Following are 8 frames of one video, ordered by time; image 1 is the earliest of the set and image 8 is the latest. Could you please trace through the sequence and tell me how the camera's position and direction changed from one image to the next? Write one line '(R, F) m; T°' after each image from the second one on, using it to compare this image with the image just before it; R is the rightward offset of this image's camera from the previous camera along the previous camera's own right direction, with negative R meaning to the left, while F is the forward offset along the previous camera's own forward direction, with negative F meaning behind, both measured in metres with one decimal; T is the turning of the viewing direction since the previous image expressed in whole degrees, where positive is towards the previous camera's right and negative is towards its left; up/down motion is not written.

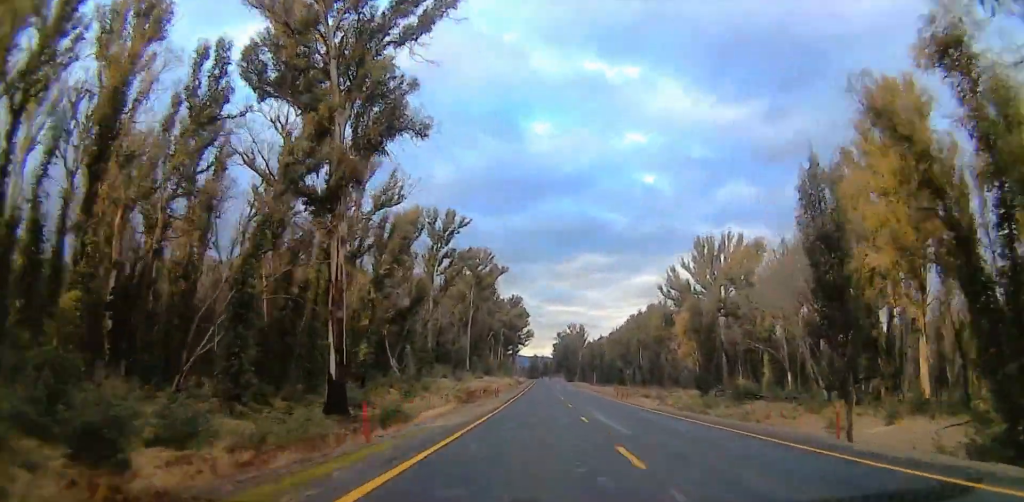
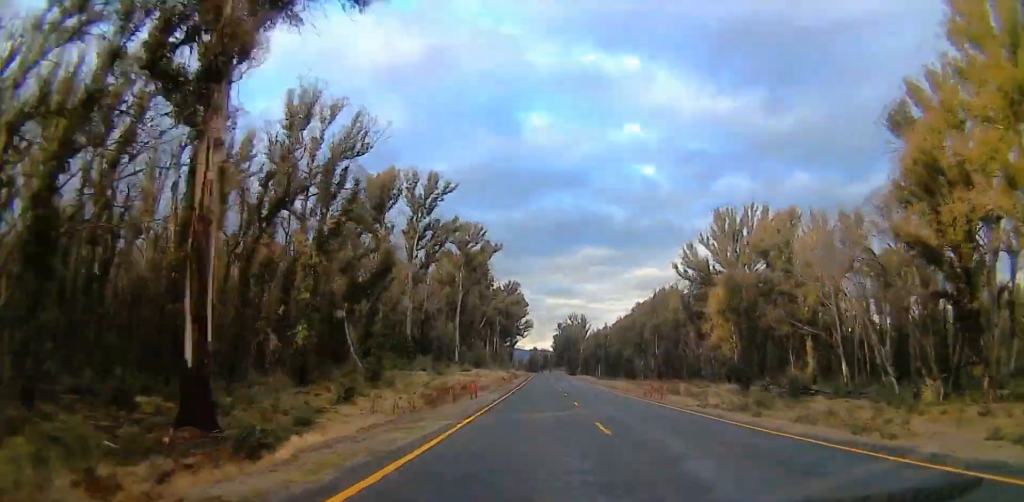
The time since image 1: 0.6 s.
(+0.5, +18.1) m; 0°
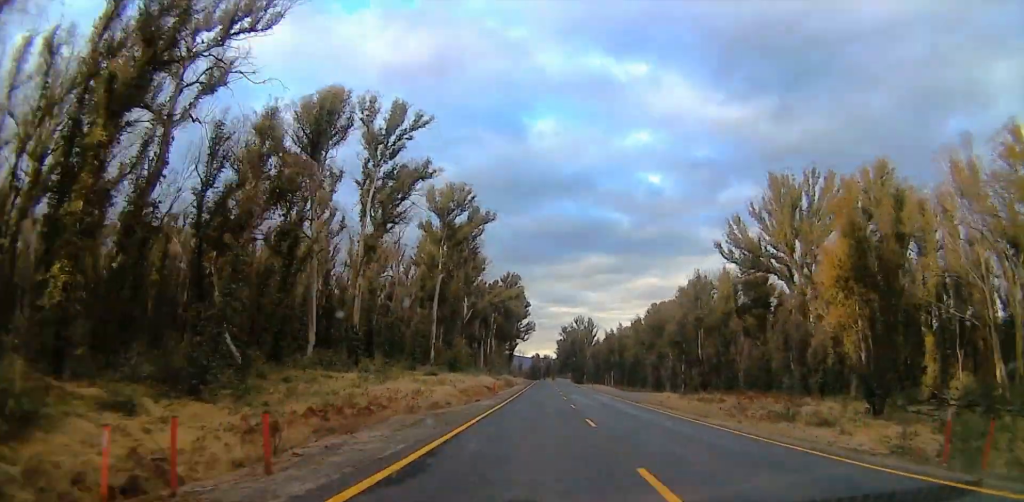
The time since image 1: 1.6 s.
(-0.7, +31.1) m; -1°
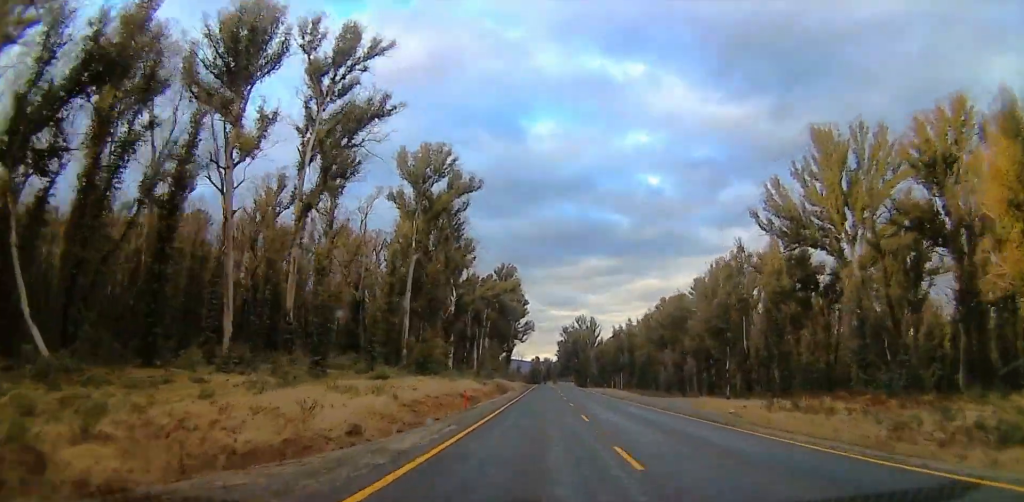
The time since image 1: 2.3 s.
(0.0, +20.1) m; +1°
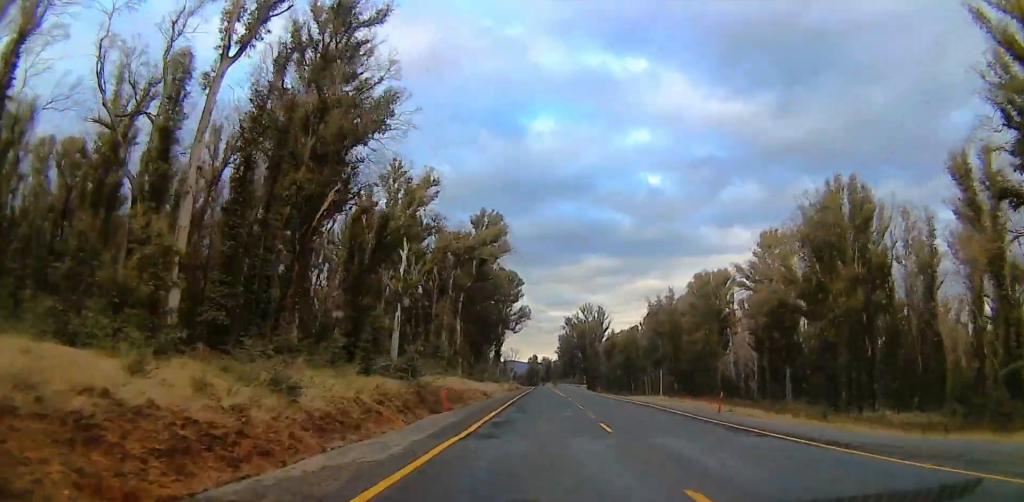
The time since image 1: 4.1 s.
(+1.2, +51.9) m; 0°
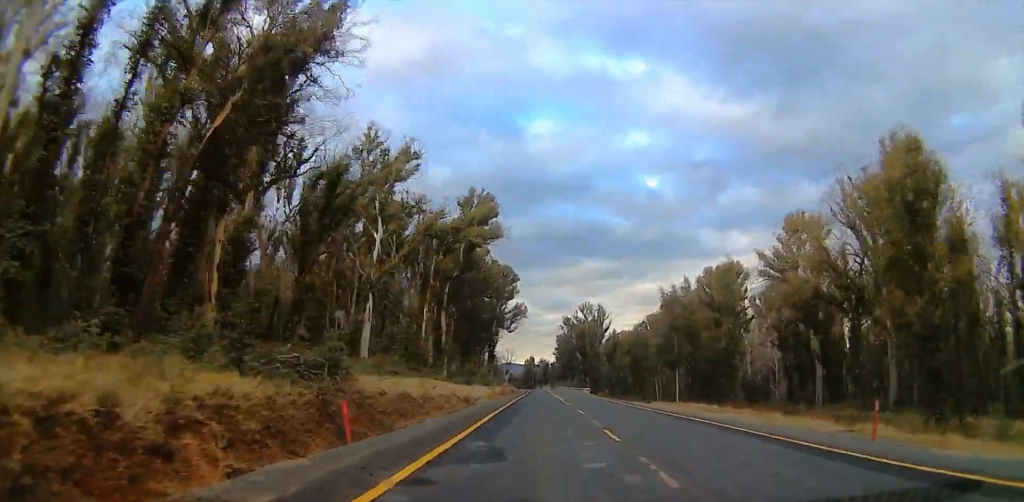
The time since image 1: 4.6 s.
(+0.3, +14.2) m; -1°
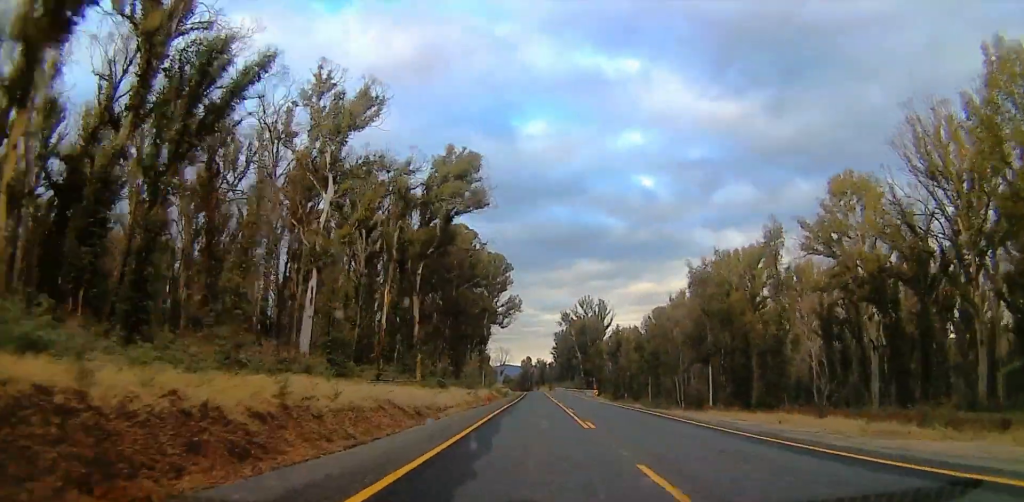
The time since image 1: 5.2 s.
(-0.9, +18.9) m; 0°
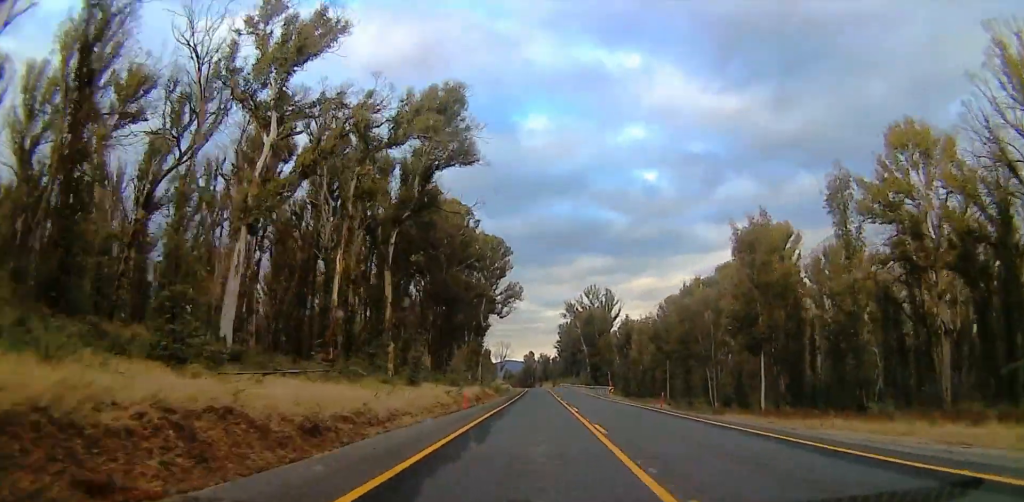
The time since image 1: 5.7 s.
(-0.3, +15.4) m; 0°
